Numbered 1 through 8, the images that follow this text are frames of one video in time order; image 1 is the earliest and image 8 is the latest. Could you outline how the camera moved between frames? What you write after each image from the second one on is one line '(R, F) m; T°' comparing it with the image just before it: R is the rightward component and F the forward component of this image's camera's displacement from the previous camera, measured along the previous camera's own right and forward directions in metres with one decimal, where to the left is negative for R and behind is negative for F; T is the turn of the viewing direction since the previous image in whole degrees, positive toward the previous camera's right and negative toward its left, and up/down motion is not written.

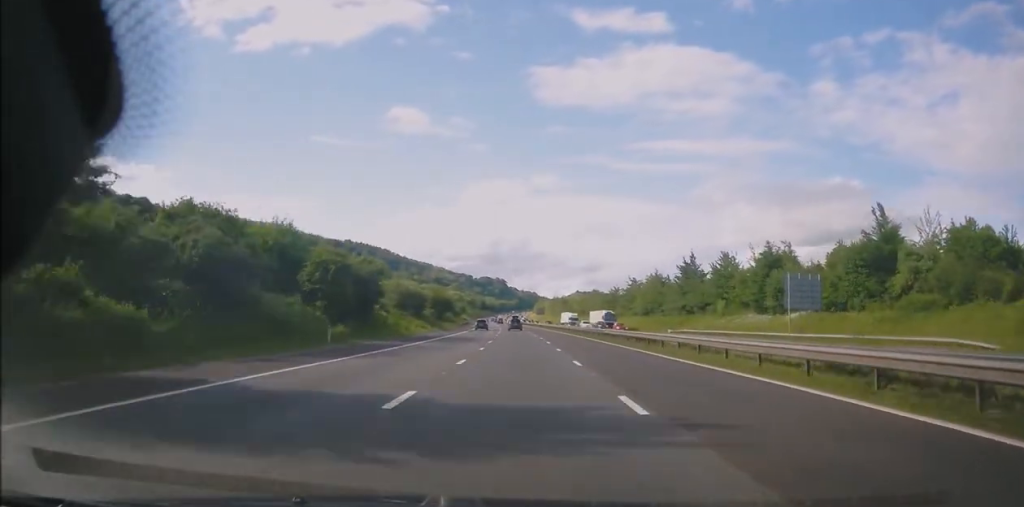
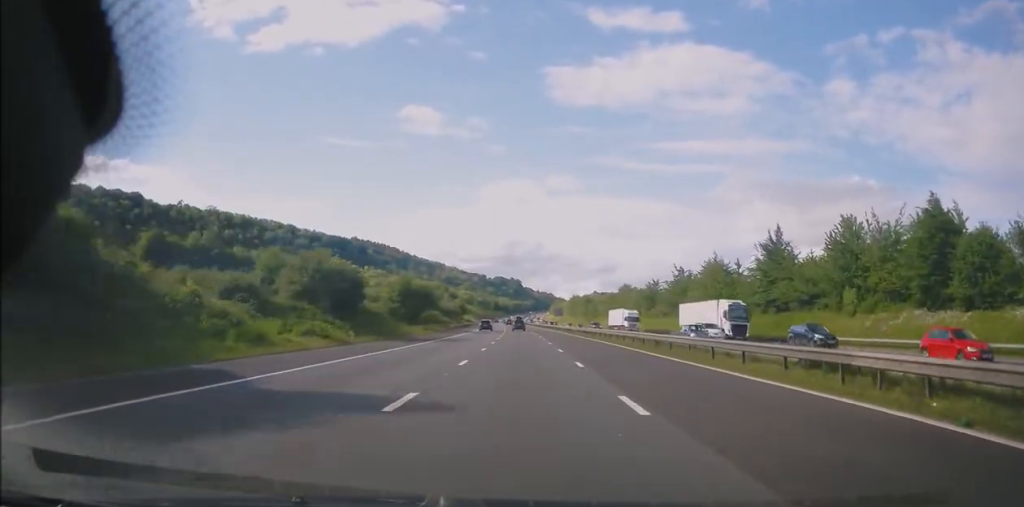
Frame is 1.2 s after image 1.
(-0.7, +37.2) m; -2°
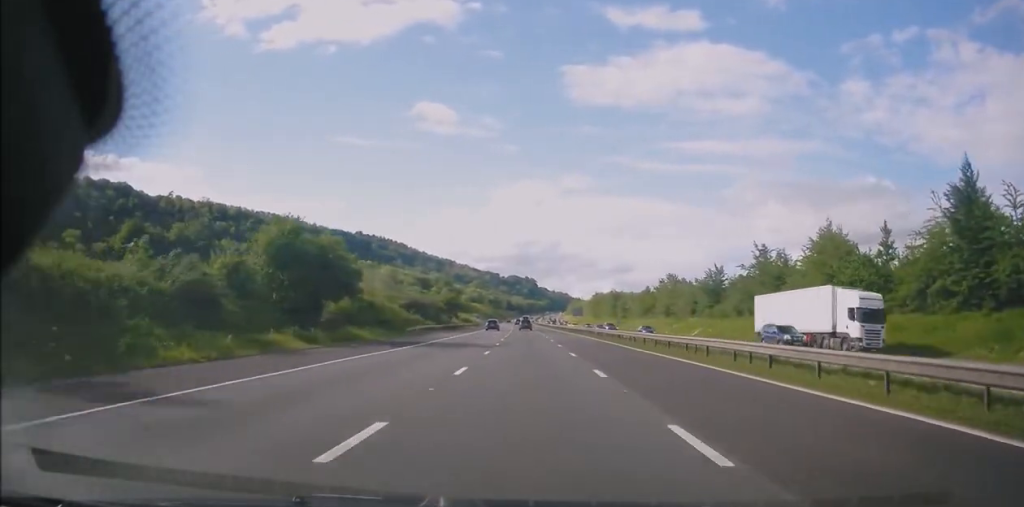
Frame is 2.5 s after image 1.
(-0.5, +40.5) m; -1°
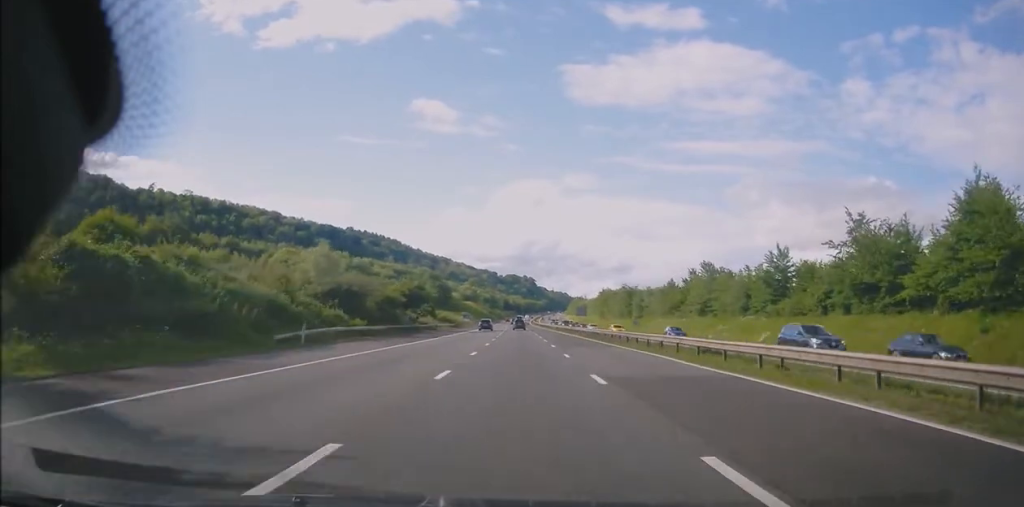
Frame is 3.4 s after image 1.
(0.0, +29.1) m; 0°
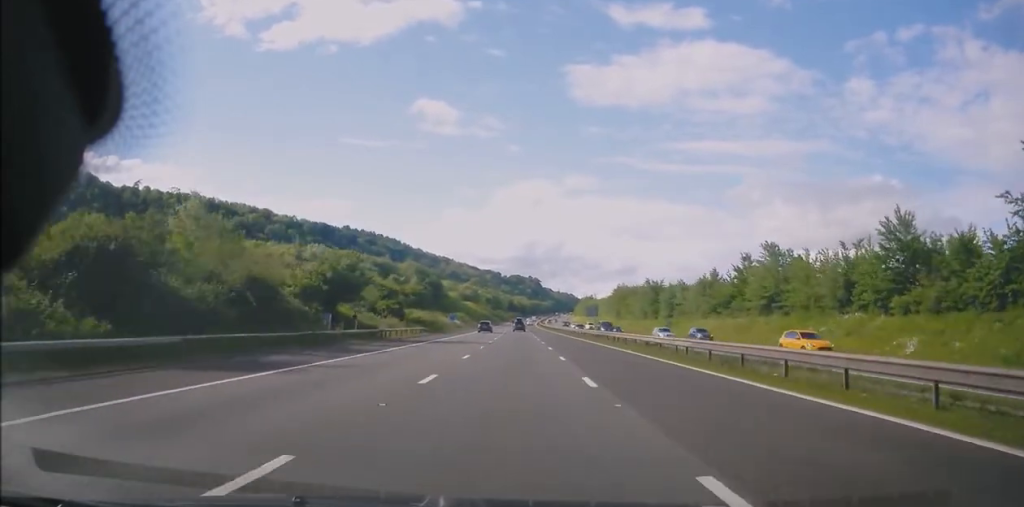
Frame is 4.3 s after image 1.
(-0.1, +28.2) m; 0°
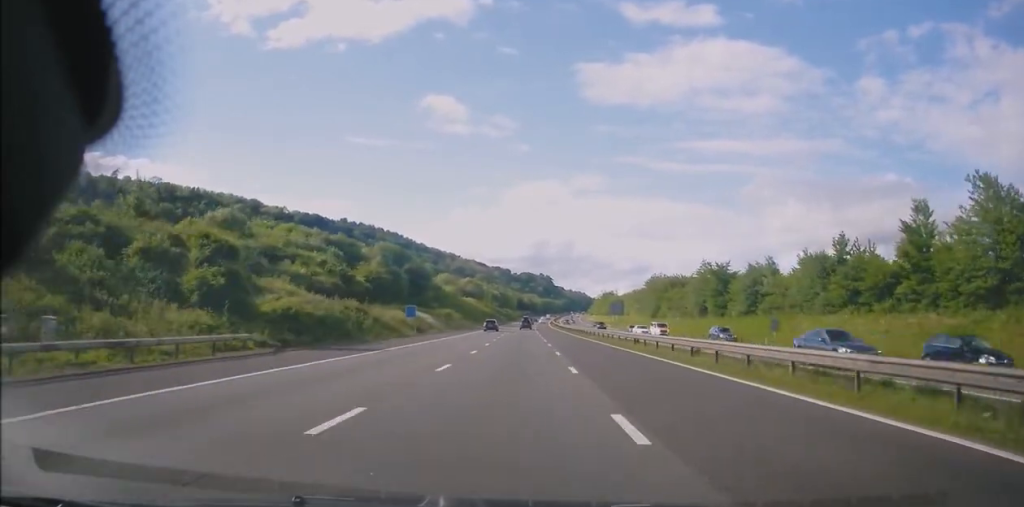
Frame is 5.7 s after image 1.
(-0.2, +42.4) m; -1°
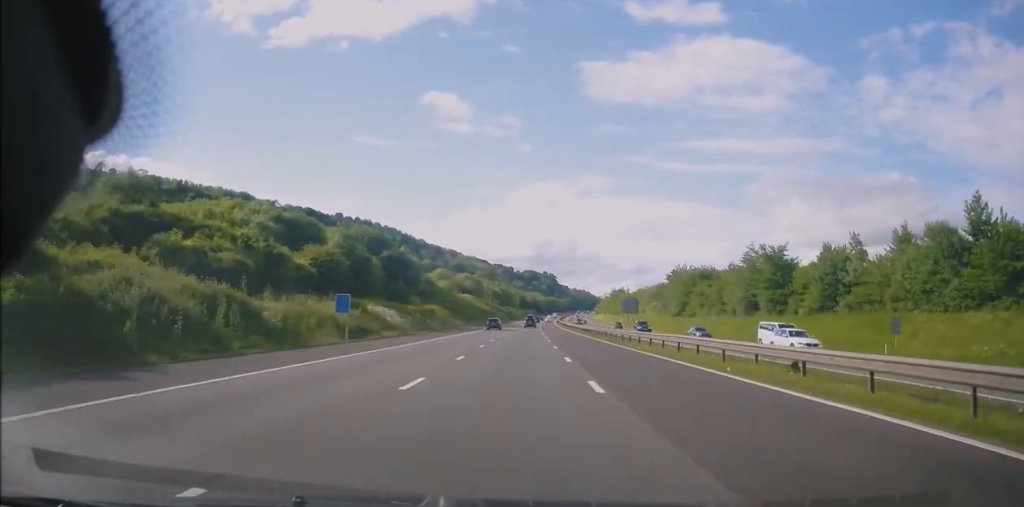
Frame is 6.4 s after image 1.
(0.0, +21.7) m; -1°
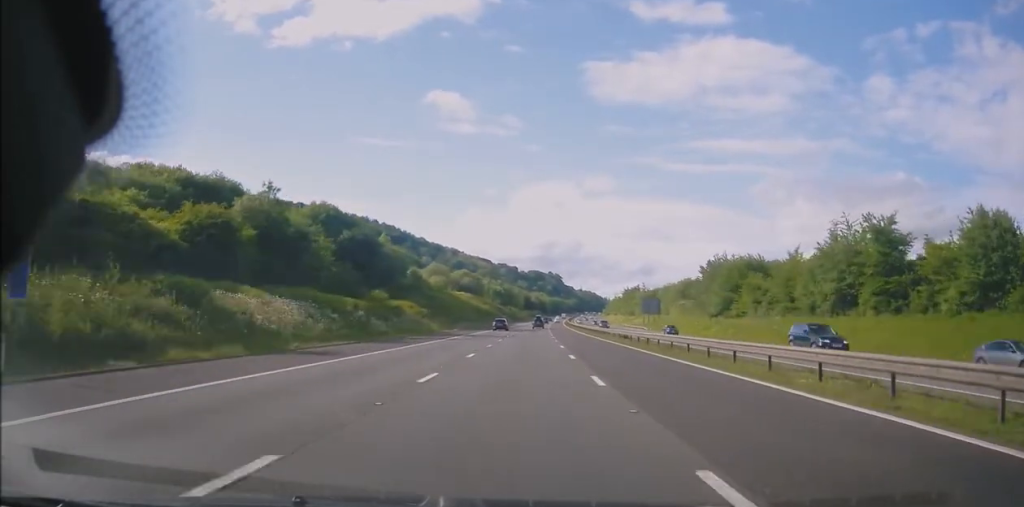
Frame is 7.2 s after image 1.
(-0.3, +25.8) m; -1°
